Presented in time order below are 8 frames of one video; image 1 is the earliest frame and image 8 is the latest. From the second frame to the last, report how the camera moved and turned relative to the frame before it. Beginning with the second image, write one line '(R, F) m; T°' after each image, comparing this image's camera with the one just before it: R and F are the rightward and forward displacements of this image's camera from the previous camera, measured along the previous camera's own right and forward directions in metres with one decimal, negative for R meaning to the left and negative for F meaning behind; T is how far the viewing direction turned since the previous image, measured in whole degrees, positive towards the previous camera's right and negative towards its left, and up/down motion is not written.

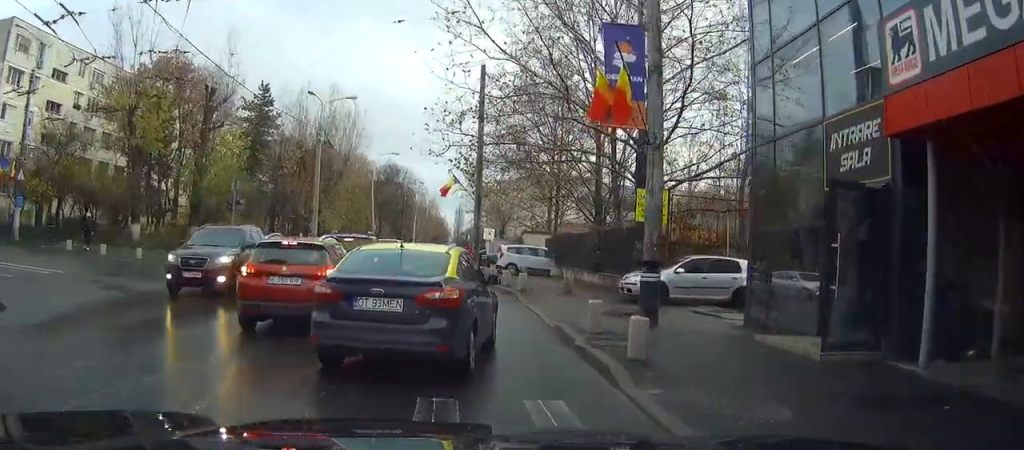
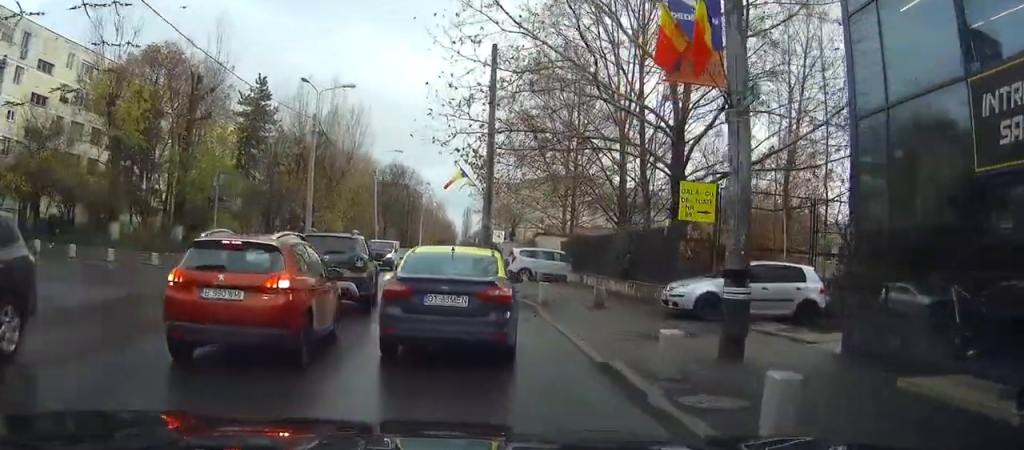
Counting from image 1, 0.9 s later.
(0.0, +3.5) m; -4°
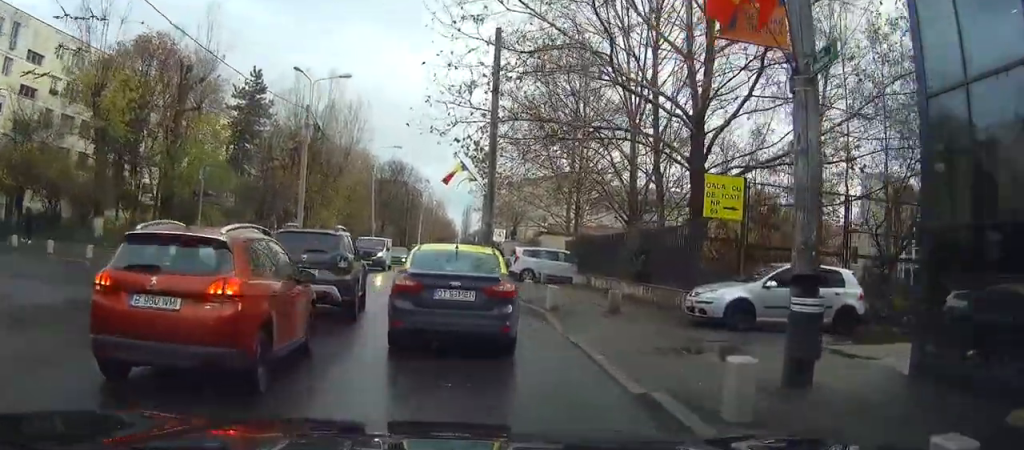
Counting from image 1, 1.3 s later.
(0.0, +1.7) m; -3°
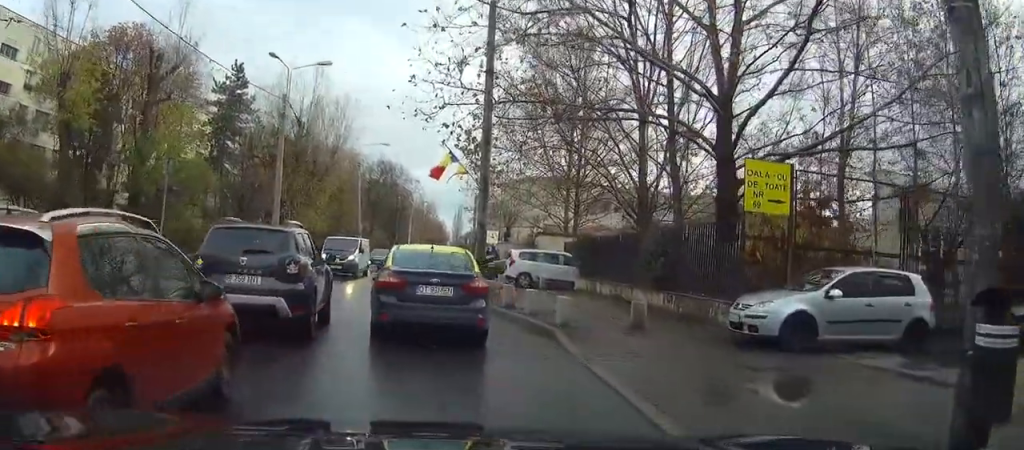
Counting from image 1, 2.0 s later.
(-0.1, +2.6) m; -2°
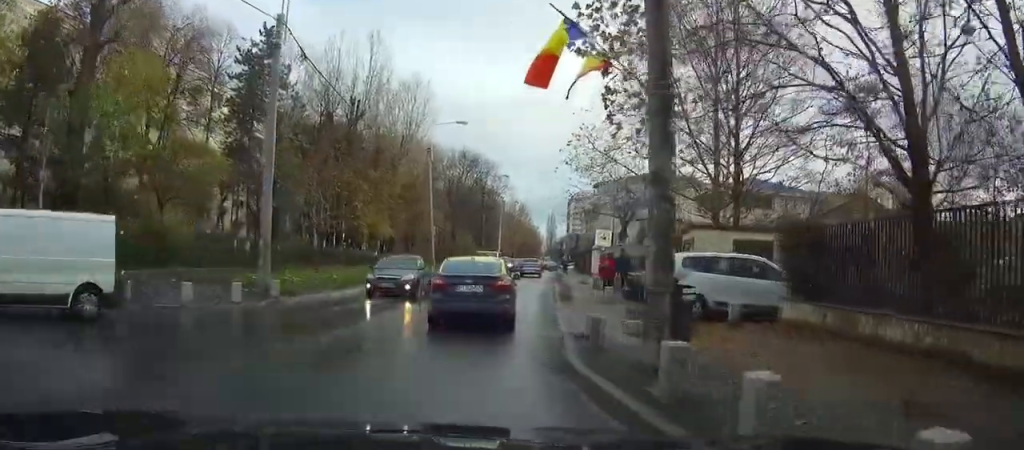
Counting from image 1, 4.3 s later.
(-0.1, +12.1) m; 0°
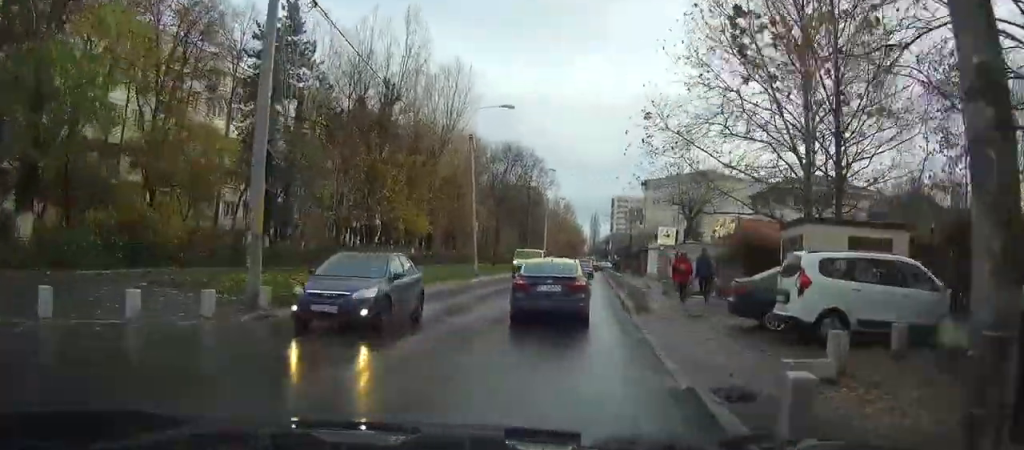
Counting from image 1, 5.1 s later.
(0.0, +4.4) m; 0°
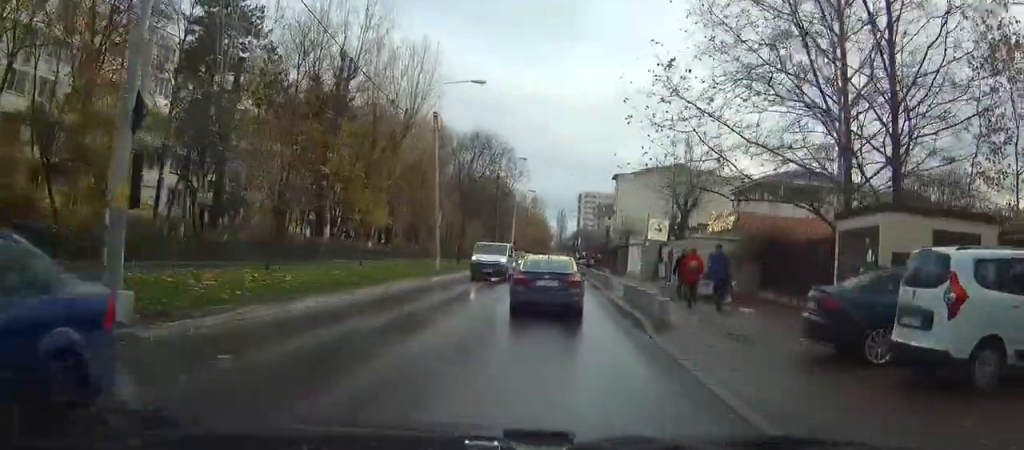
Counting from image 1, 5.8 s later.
(0.0, +4.3) m; 0°
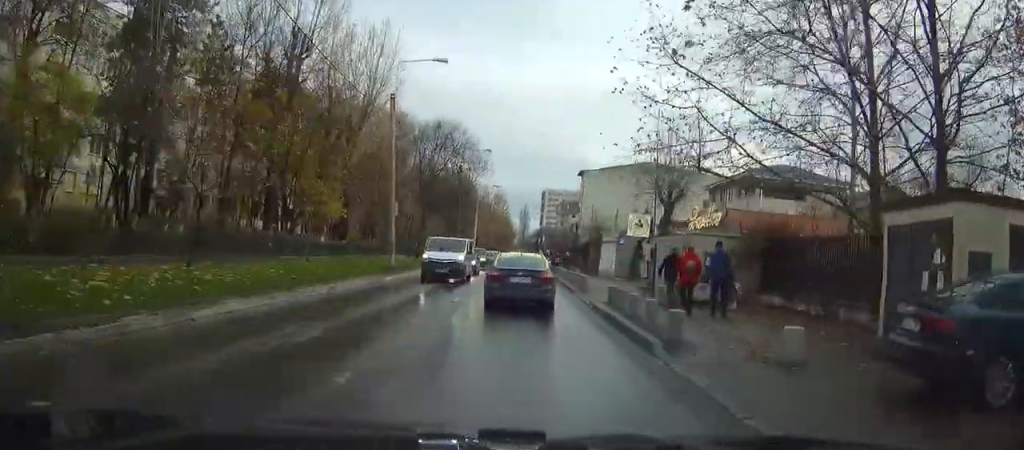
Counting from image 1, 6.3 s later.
(0.0, +2.9) m; +1°
